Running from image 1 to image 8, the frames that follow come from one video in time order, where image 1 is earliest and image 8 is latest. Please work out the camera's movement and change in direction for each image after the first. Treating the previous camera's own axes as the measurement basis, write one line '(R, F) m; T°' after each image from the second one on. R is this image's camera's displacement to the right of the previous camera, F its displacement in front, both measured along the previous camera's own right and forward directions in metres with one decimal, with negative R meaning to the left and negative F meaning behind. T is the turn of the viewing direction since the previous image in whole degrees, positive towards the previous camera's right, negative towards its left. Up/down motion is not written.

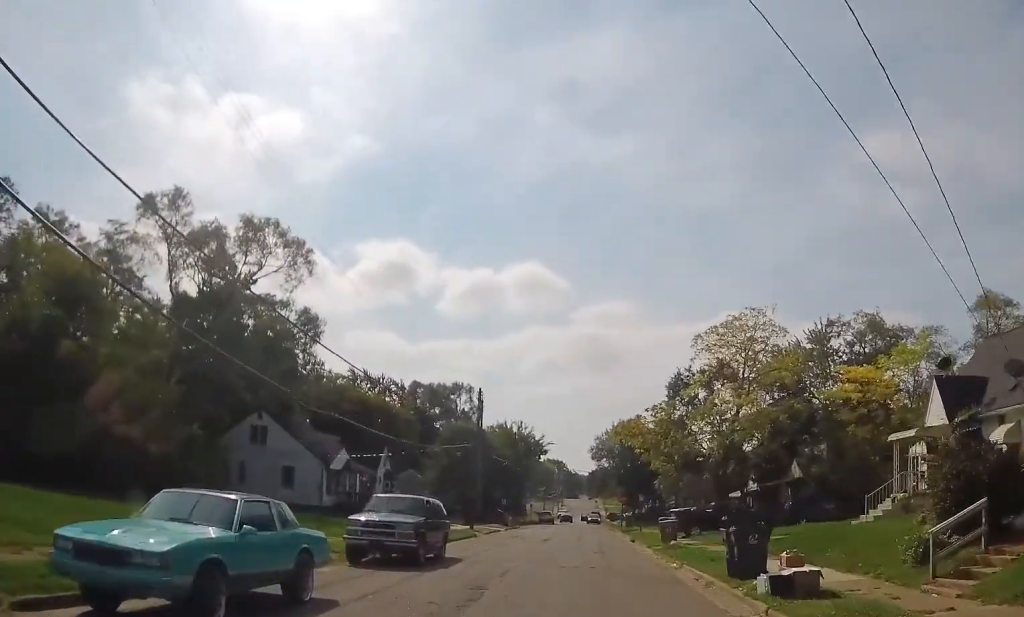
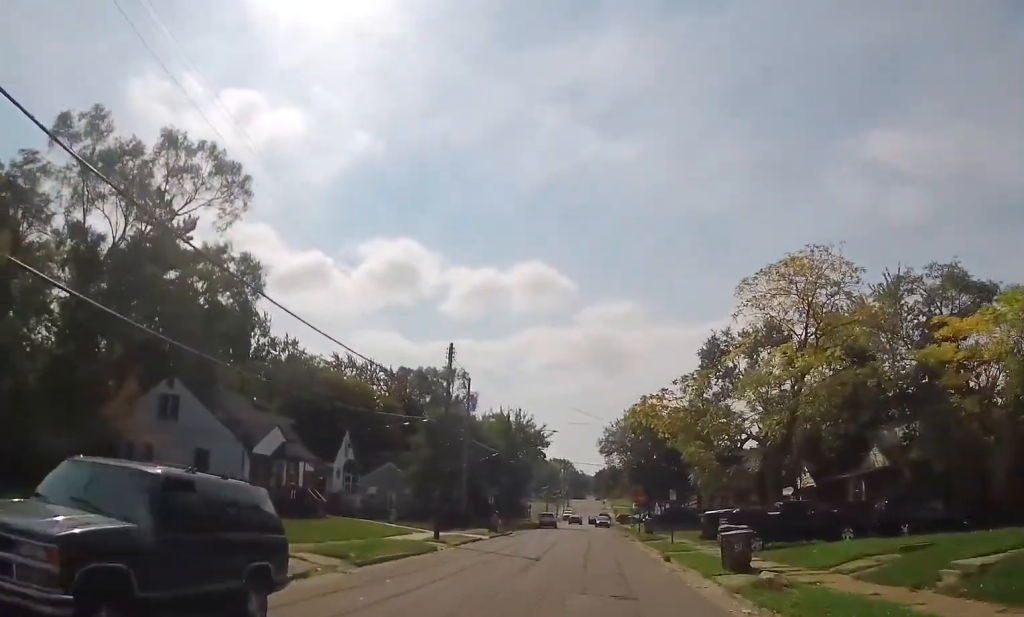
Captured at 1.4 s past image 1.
(-0.3, +13.0) m; 0°
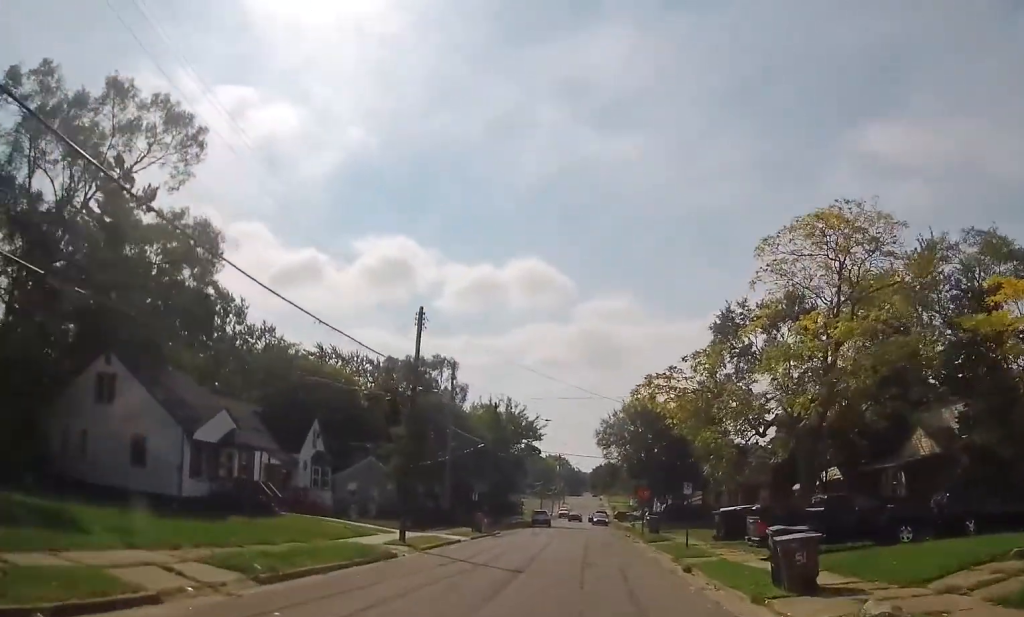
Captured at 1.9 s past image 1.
(+0.2, +5.7) m; 0°
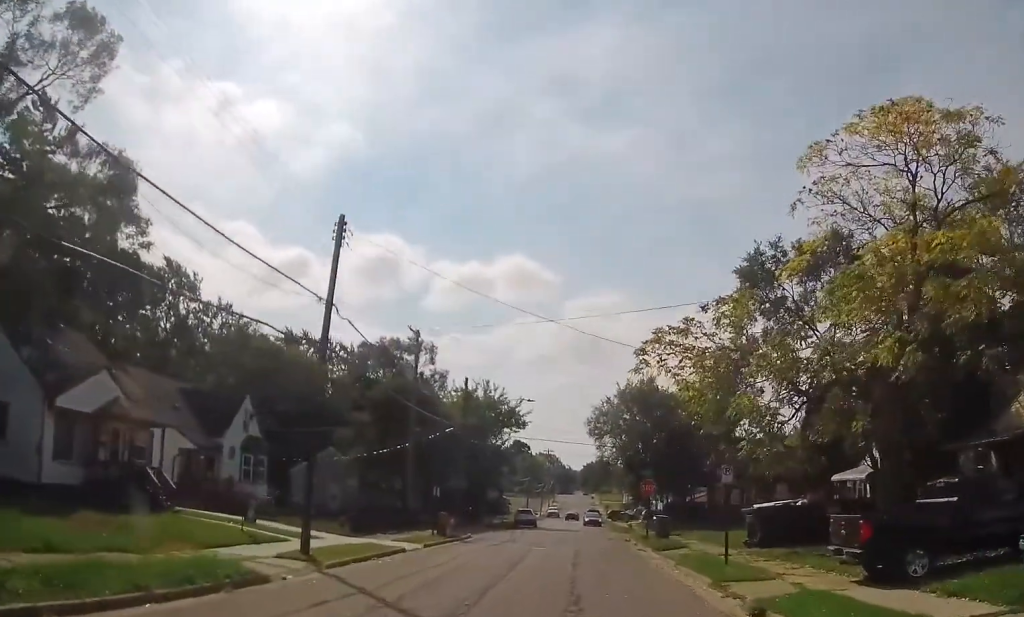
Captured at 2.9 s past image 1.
(0.0, +8.8) m; 0°
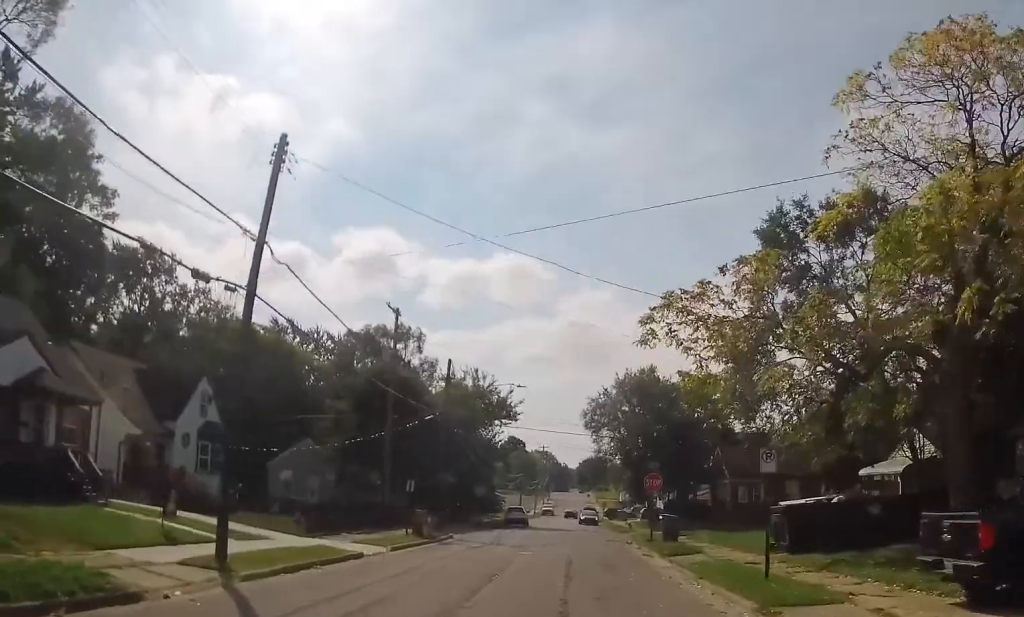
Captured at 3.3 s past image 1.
(-0.2, +4.3) m; 0°
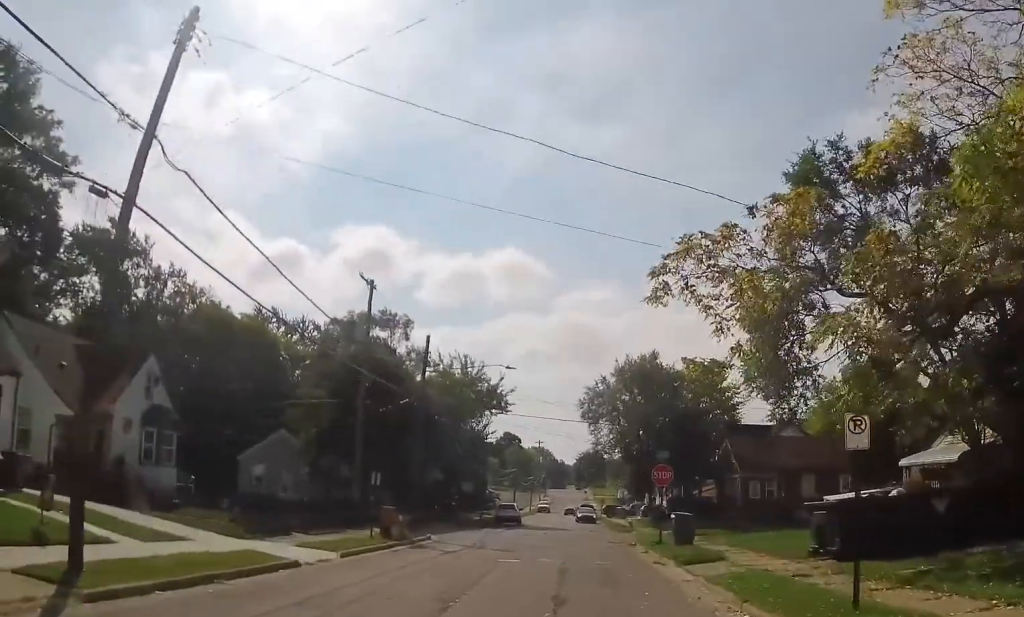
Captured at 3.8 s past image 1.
(+0.2, +4.5) m; +1°
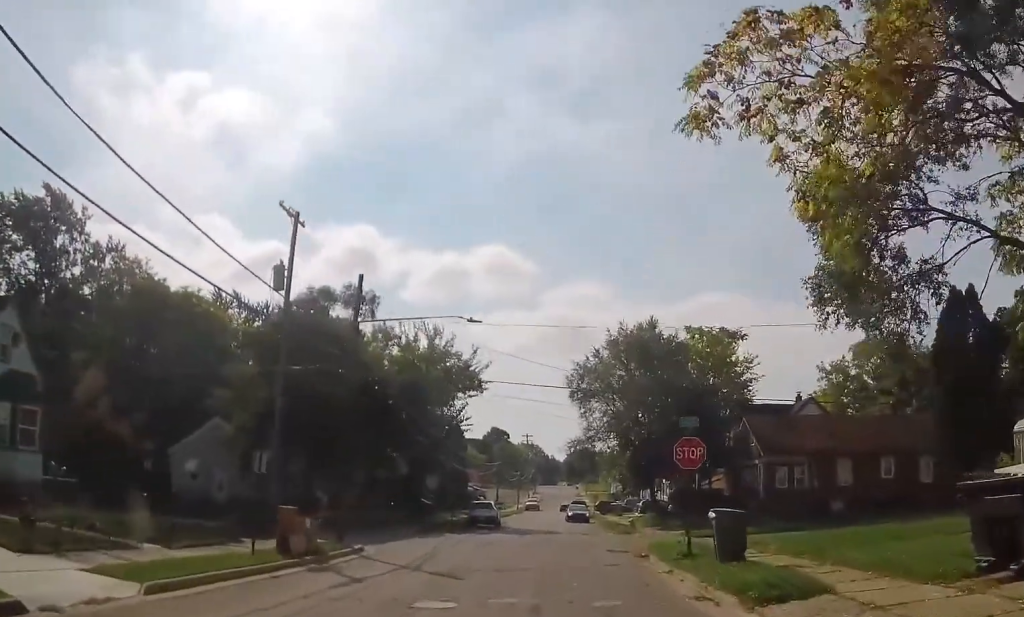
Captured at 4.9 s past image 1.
(+0.2, +9.0) m; 0°
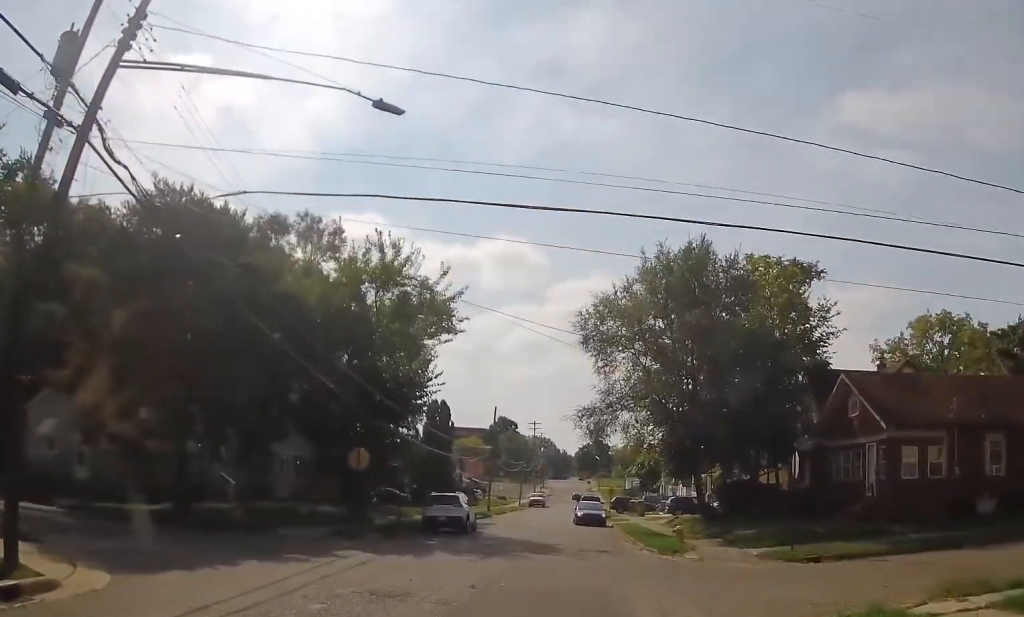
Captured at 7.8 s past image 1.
(-0.3, +16.8) m; +1°
